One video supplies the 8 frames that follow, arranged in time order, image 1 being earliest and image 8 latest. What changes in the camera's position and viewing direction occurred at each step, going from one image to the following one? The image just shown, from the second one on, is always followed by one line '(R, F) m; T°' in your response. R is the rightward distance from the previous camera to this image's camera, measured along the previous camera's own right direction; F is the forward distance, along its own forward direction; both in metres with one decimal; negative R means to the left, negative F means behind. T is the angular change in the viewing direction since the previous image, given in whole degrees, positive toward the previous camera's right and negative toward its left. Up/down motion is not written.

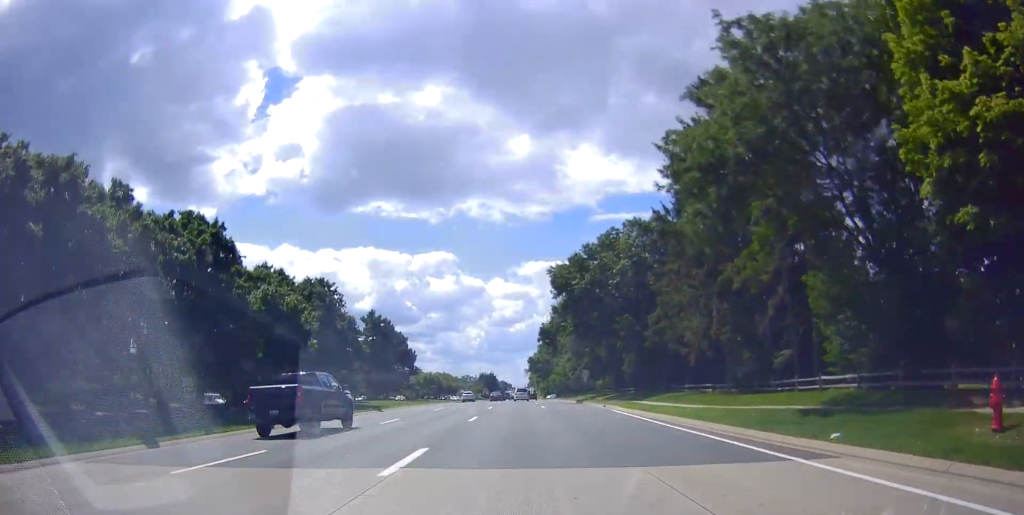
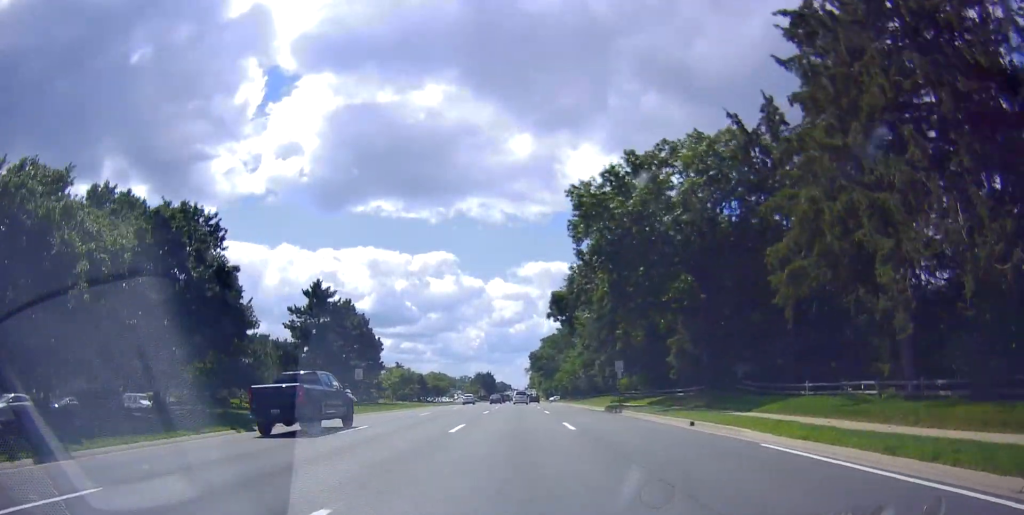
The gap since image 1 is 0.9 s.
(0.0, +21.5) m; -1°
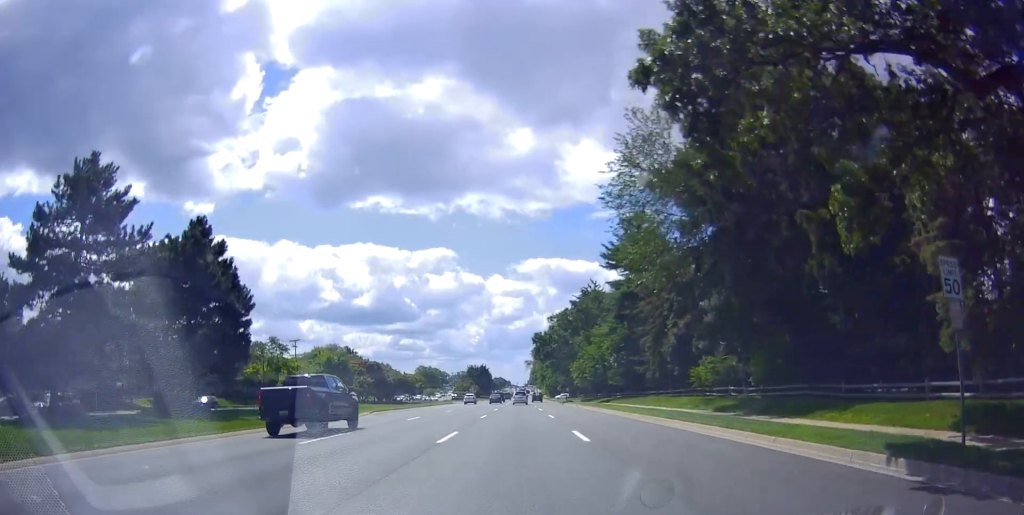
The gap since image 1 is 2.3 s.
(-0.8, +34.1) m; -1°
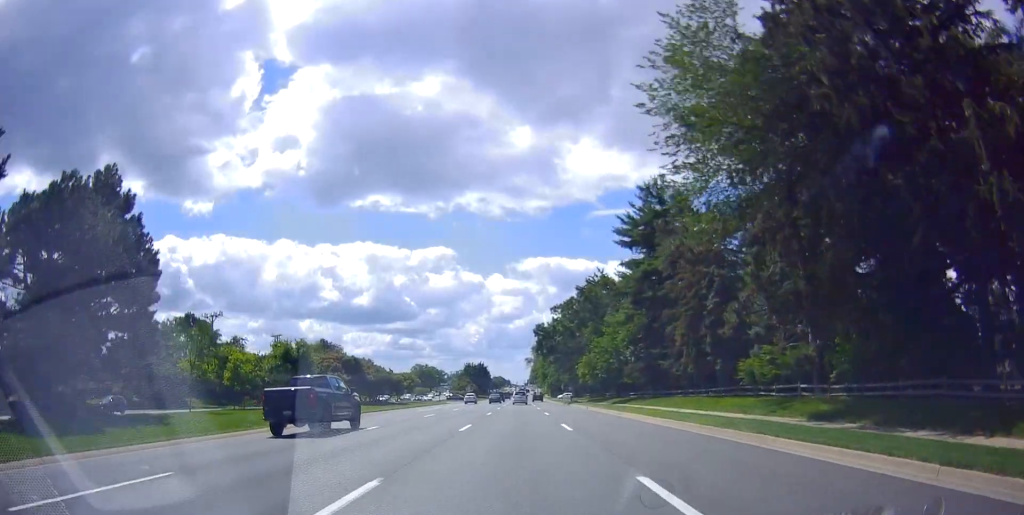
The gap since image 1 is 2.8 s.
(+0.3, +10.3) m; 0°
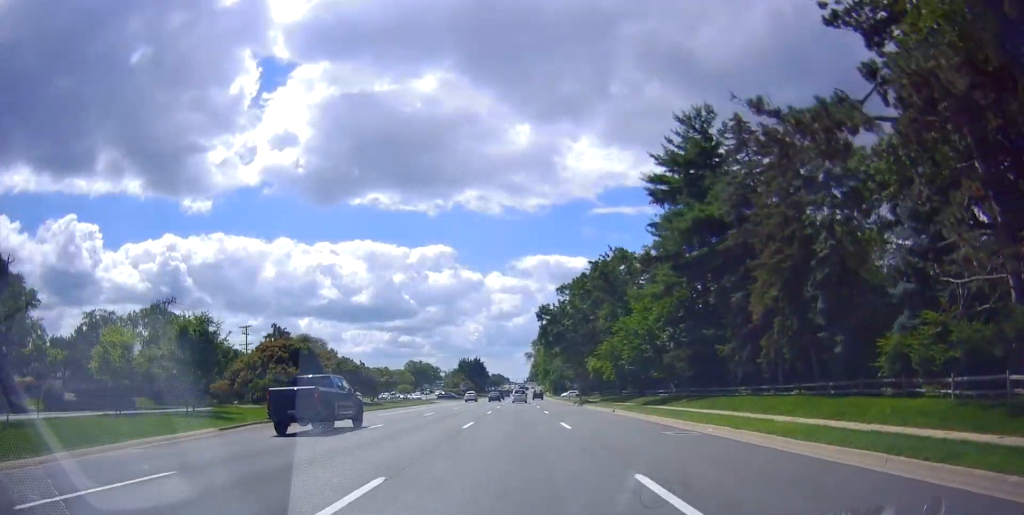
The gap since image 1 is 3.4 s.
(+0.3, +15.1) m; 0°
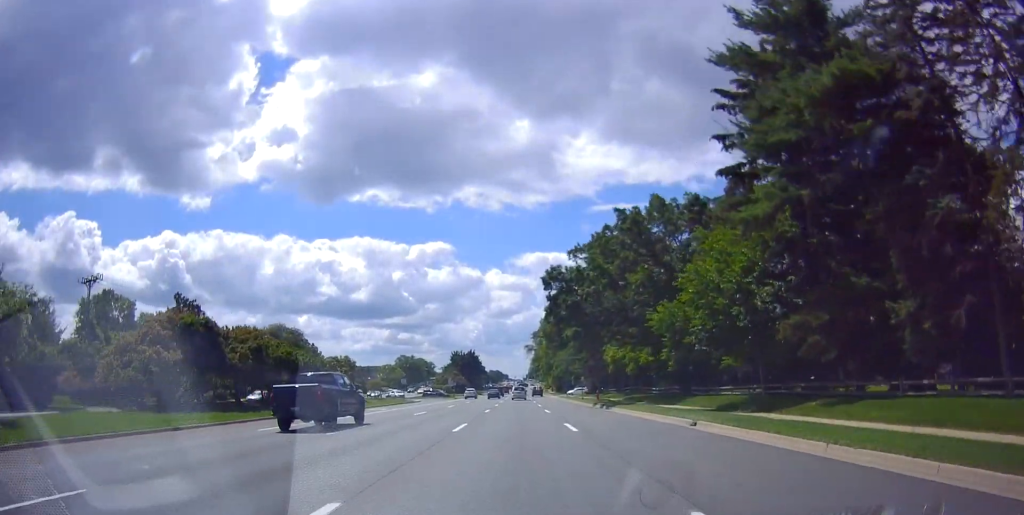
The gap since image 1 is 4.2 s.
(-0.3, +18.2) m; 0°
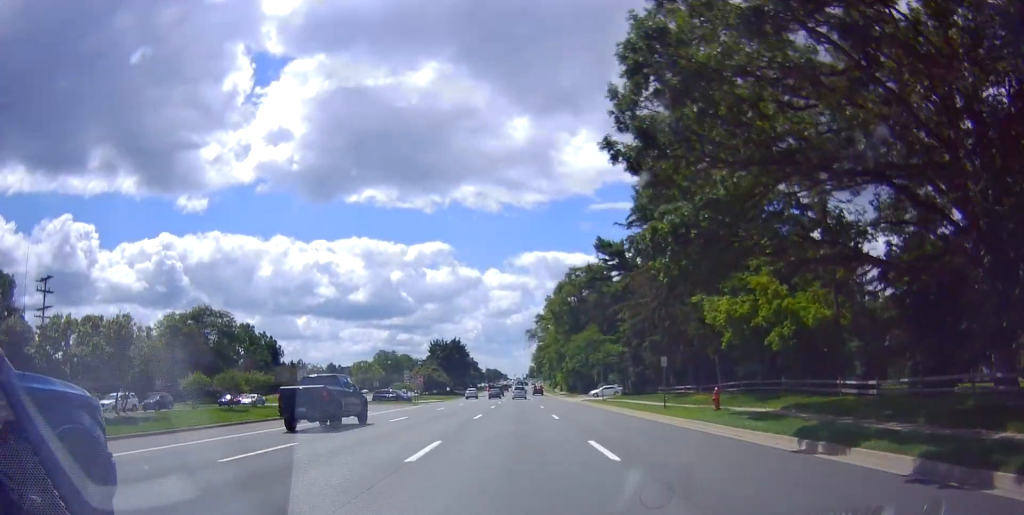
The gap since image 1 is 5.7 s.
(+0.6, +36.3) m; 0°
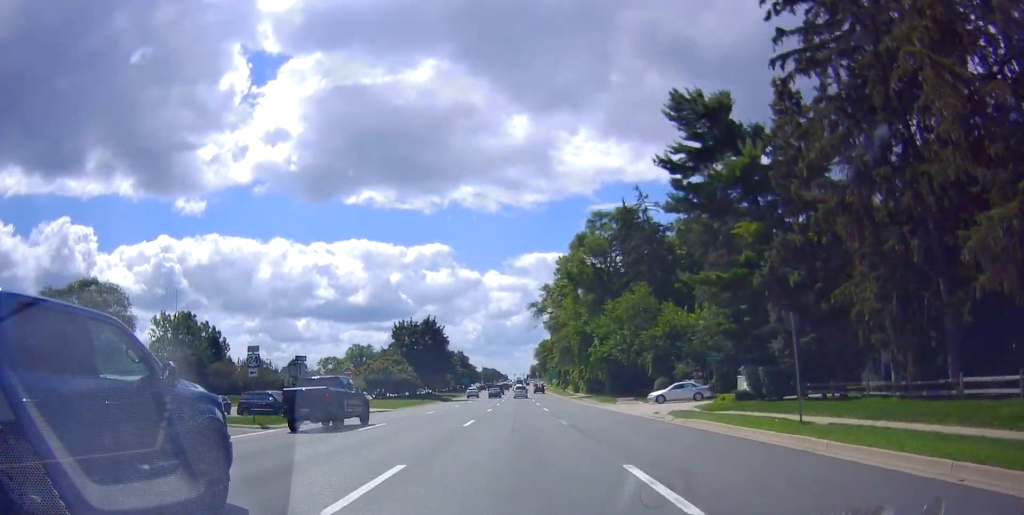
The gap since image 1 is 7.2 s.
(-1.0, +35.7) m; -1°
